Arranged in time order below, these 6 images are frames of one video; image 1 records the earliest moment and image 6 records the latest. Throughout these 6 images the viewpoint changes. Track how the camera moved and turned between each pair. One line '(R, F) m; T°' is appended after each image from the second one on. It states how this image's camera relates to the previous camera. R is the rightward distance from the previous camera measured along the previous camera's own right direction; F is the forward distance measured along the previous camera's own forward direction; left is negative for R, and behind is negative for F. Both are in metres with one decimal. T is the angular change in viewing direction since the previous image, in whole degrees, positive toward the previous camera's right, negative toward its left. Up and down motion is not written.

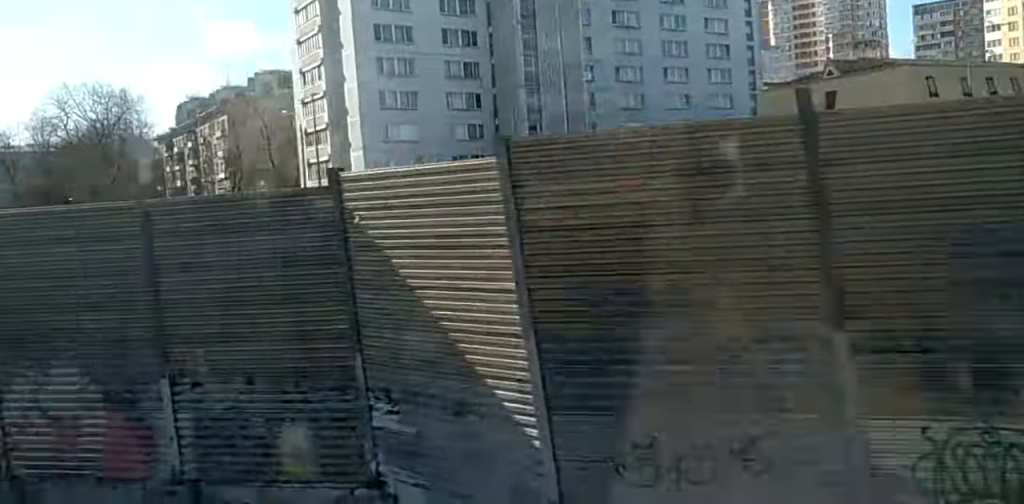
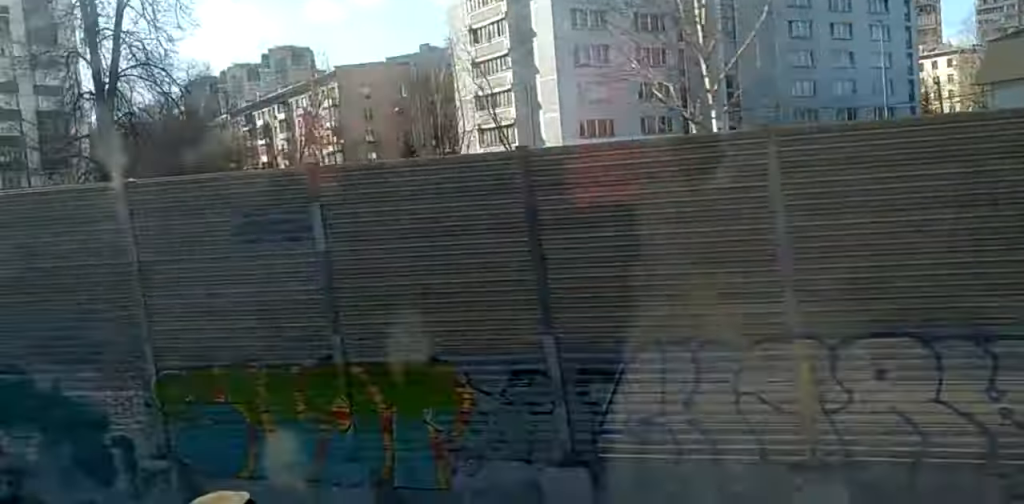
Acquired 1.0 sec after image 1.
(+0.2, +18.7) m; 0°
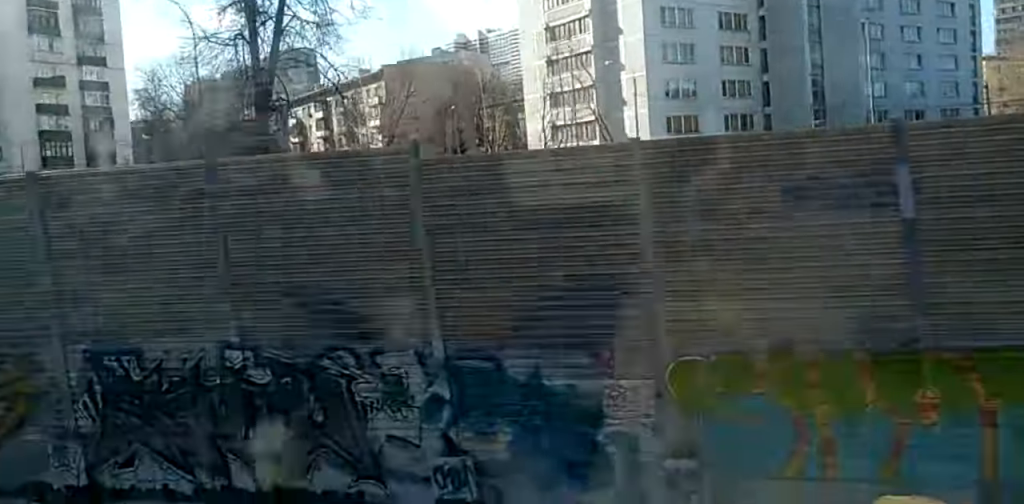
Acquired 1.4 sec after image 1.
(0.0, +8.0) m; -1°
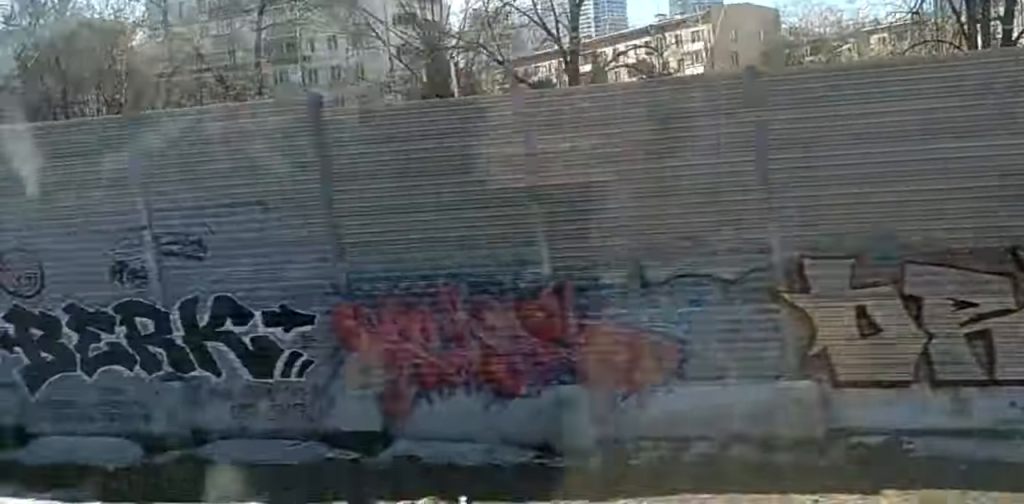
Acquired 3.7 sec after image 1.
(-1.2, +46.5) m; -1°
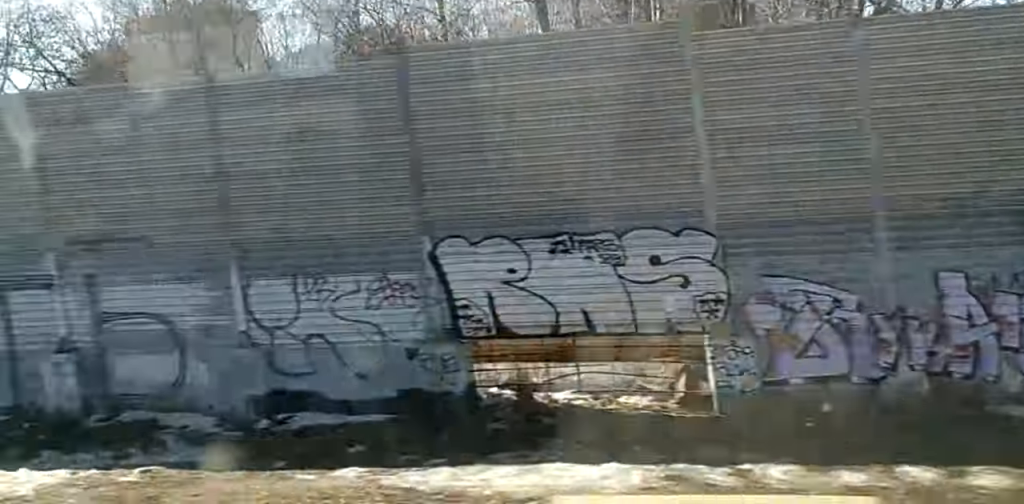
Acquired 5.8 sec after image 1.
(+0.6, +42.0) m; +1°
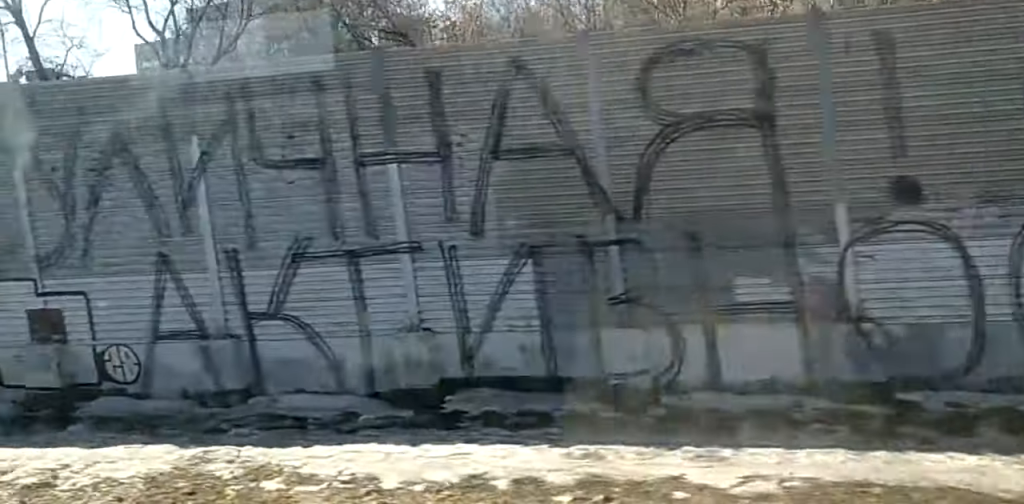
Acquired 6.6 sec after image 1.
(0.0, +17.8) m; 0°
